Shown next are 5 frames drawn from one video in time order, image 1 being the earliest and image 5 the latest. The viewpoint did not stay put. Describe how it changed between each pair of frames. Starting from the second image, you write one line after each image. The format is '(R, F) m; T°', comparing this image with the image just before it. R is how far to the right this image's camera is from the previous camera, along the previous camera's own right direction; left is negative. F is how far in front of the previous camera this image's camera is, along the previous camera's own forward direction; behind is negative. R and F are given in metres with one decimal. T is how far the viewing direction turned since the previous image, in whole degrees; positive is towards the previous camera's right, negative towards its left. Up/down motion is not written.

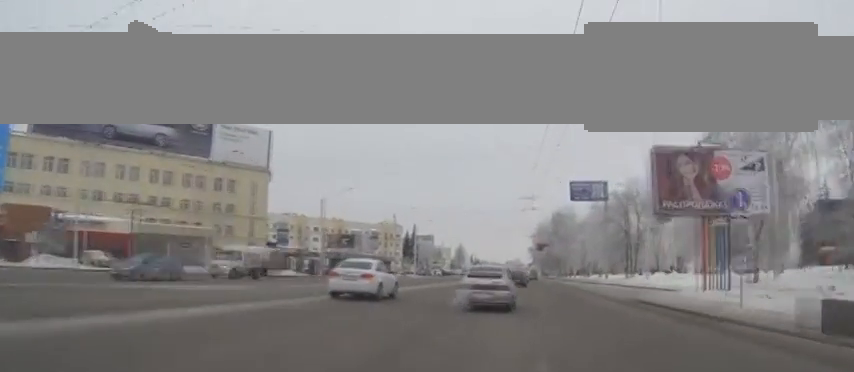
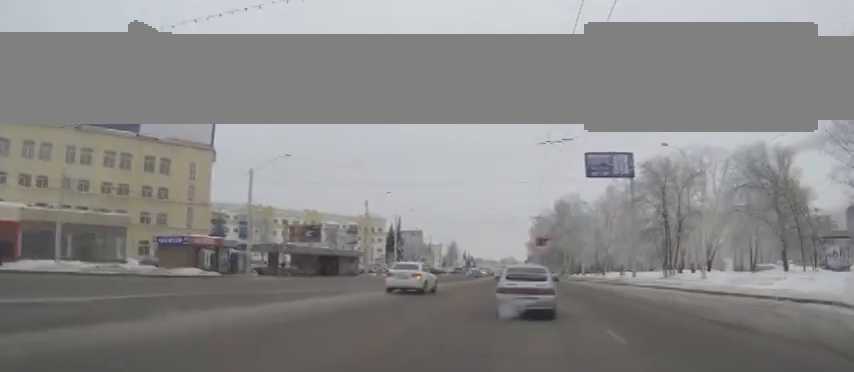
(+0.4, +19.5) m; +1°
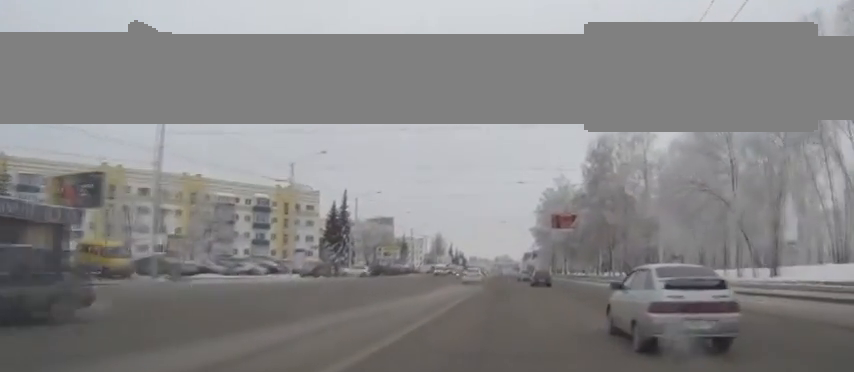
(-0.1, +54.9) m; 0°
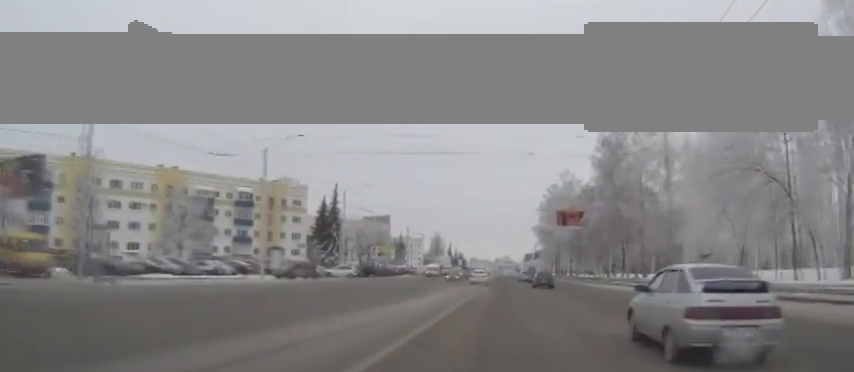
(0.0, +7.4) m; 0°
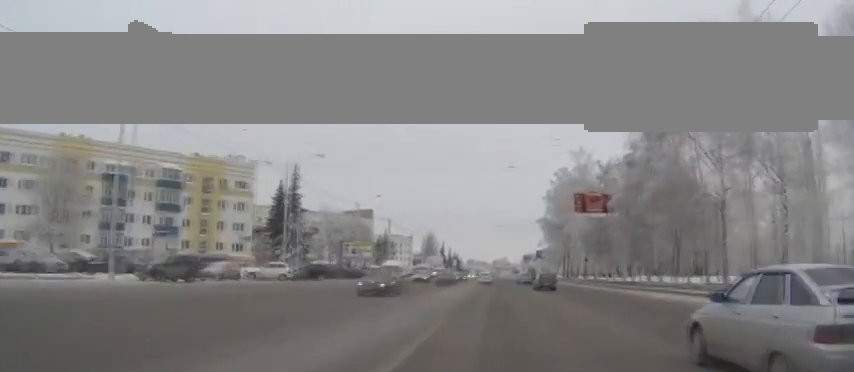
(+0.1, +21.2) m; 0°
